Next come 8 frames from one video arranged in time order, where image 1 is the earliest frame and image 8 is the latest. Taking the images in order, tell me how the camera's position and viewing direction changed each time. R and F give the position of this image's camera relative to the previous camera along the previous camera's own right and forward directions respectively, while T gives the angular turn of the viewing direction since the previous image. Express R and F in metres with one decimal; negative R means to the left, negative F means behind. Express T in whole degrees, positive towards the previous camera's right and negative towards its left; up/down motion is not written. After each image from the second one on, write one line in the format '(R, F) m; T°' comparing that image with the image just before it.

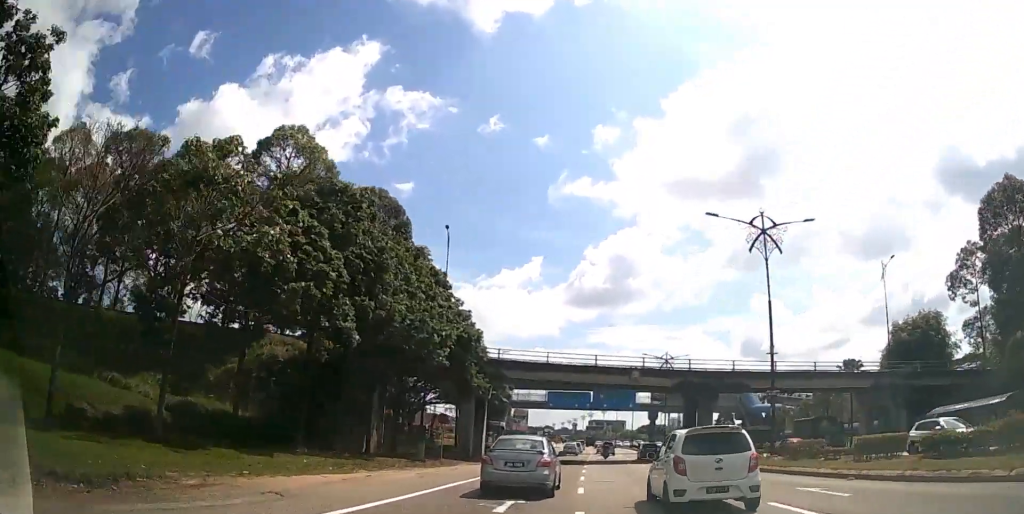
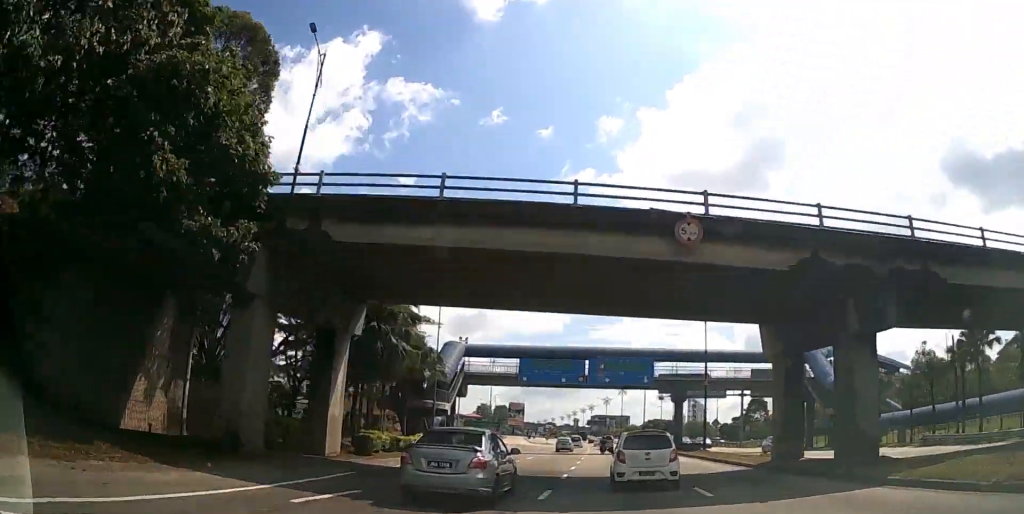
(0.0, +27.8) m; 0°
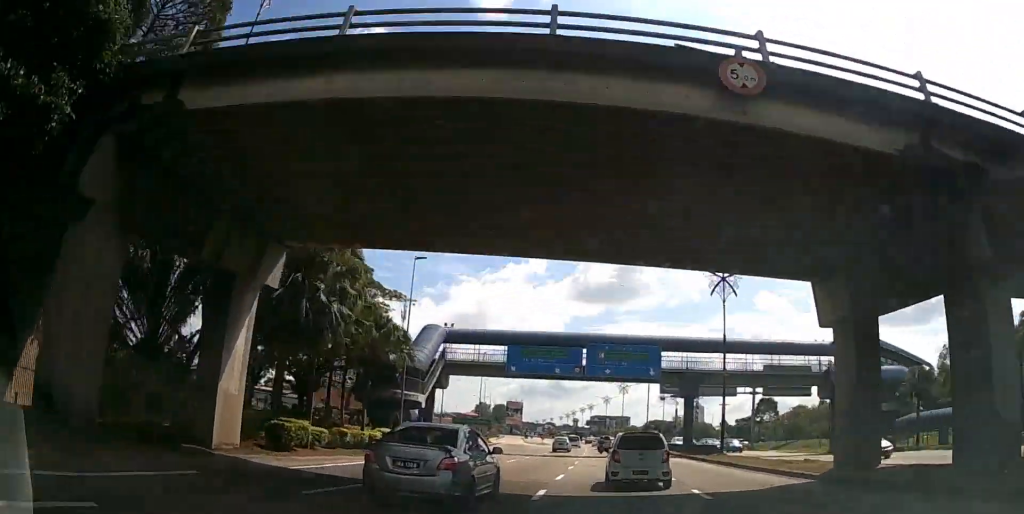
(0.0, +7.2) m; 0°
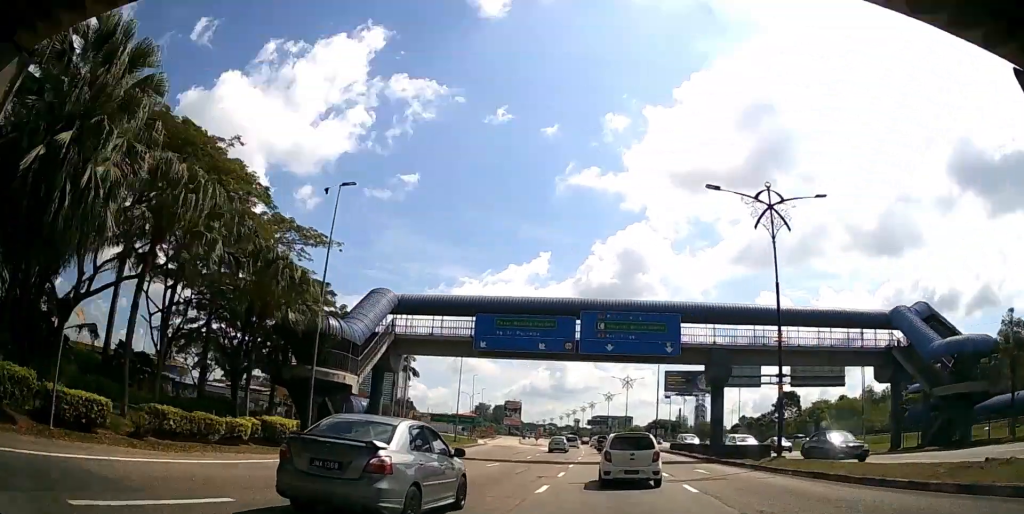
(-0.1, +12.2) m; 0°
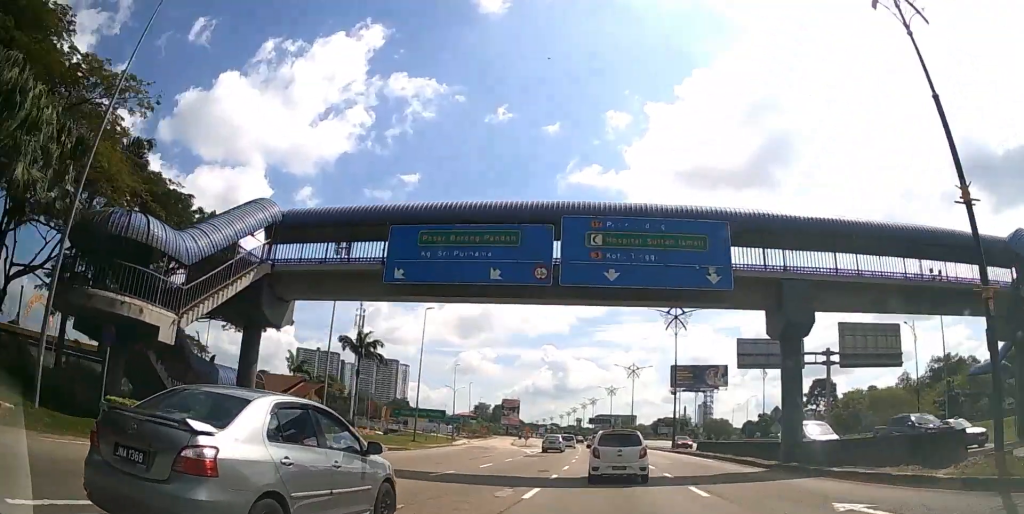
(0.0, +14.9) m; 0°
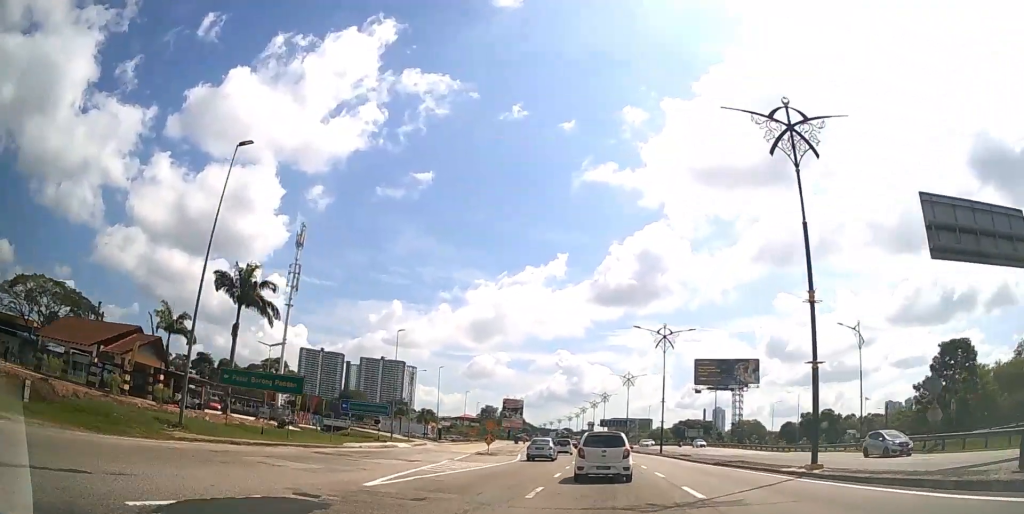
(-0.1, +31.6) m; -1°
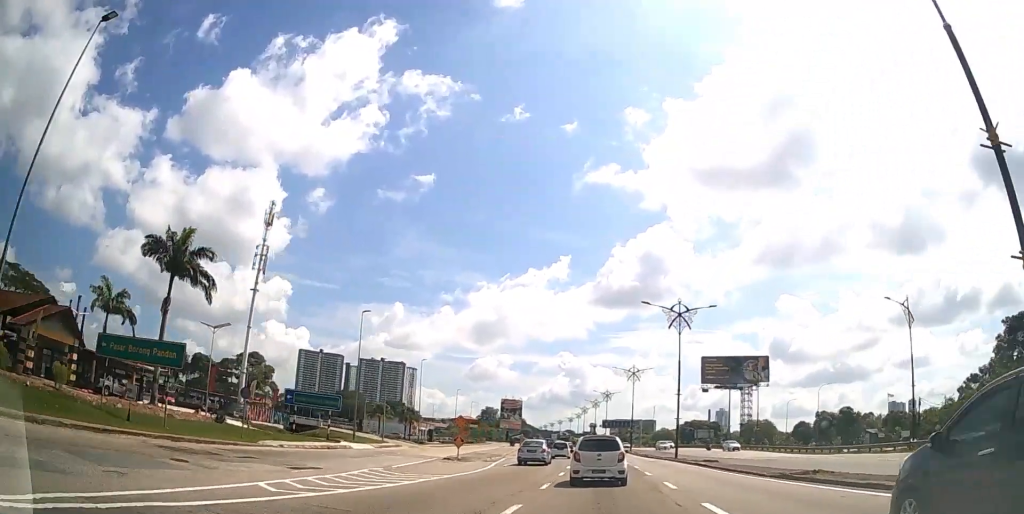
(0.0, +10.0) m; -1°
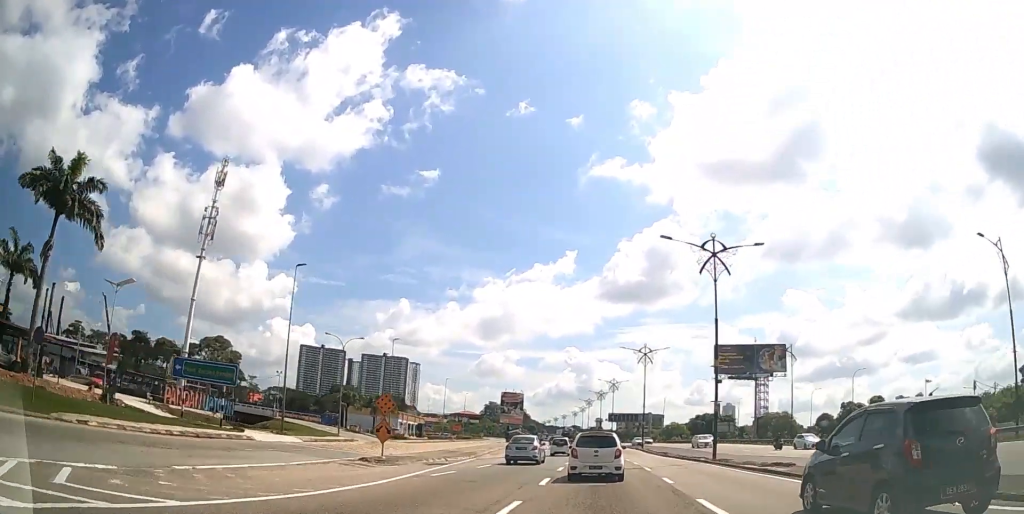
(-0.3, +13.6) m; -1°
